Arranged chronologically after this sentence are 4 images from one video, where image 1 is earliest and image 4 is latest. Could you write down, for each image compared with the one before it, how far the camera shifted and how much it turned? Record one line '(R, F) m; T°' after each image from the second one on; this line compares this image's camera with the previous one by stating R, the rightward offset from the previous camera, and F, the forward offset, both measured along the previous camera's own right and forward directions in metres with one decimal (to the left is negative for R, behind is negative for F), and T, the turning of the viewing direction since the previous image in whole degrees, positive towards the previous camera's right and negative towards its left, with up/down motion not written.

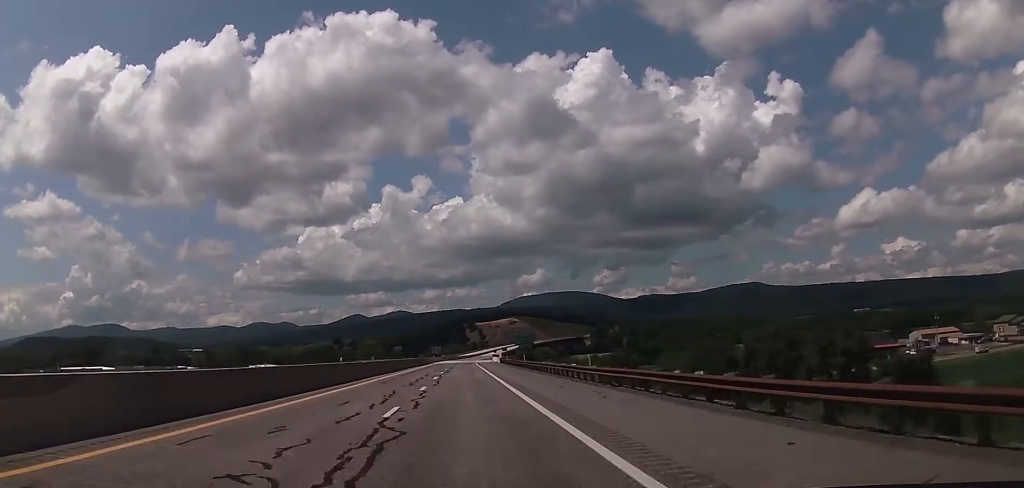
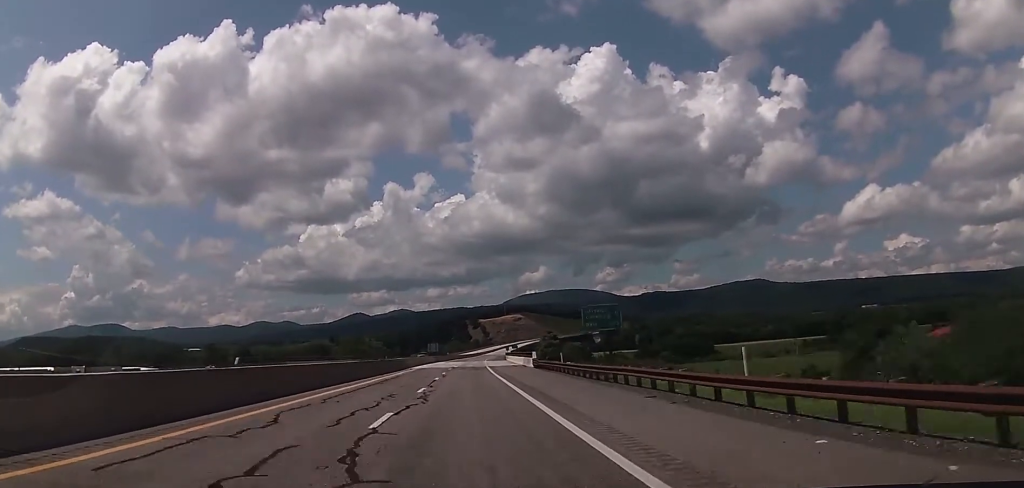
(+0.2, +51.6) m; 0°
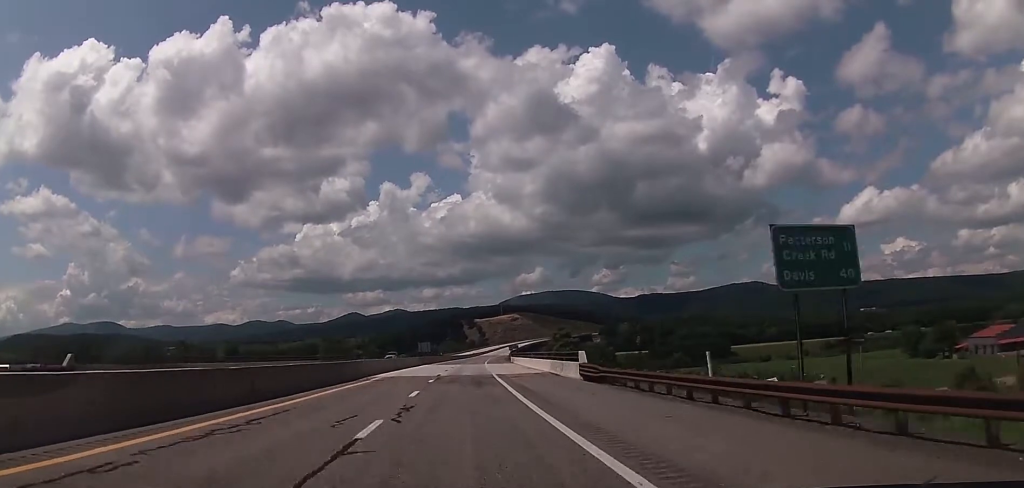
(+0.2, +26.4) m; 0°
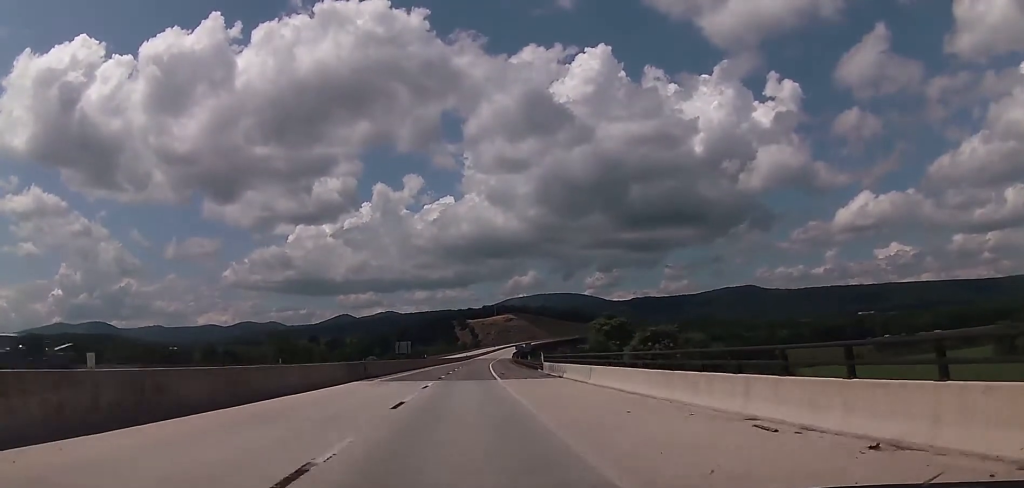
(-0.2, +51.6) m; 0°
